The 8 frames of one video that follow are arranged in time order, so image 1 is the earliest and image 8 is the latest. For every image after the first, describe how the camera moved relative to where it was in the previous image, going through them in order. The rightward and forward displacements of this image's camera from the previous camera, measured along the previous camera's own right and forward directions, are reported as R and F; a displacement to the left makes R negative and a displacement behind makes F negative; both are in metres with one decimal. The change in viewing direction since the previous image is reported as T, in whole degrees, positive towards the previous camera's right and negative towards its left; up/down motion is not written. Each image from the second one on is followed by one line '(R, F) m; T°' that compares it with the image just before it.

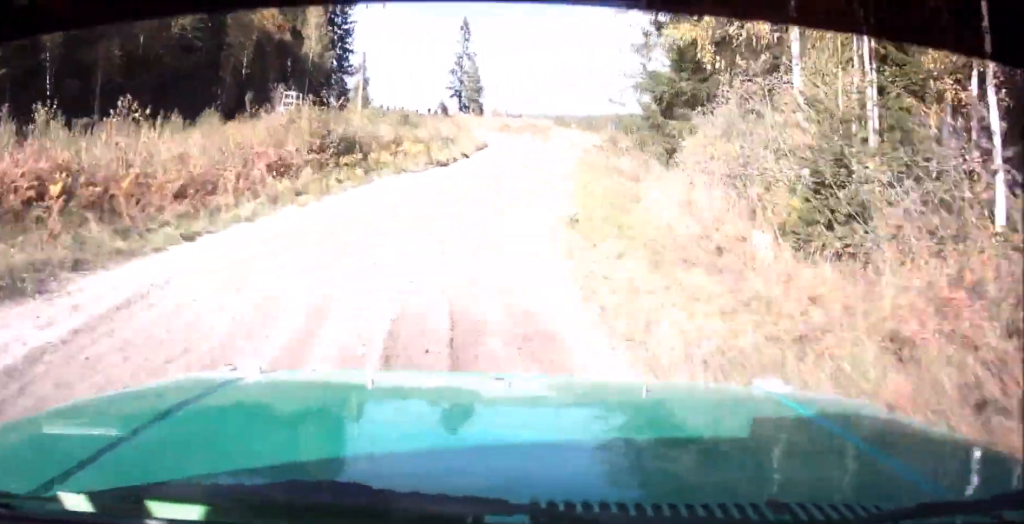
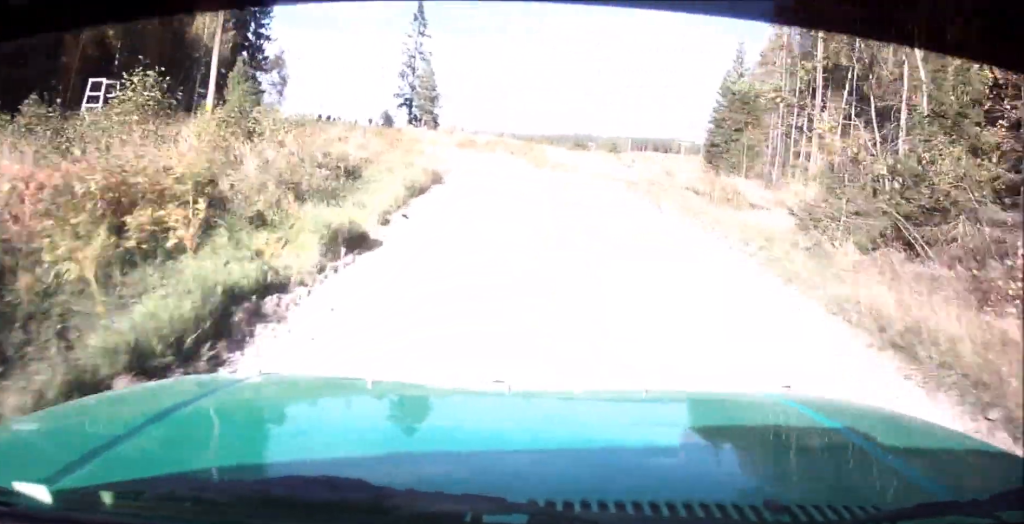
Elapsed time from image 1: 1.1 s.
(+2.9, +26.3) m; +3°
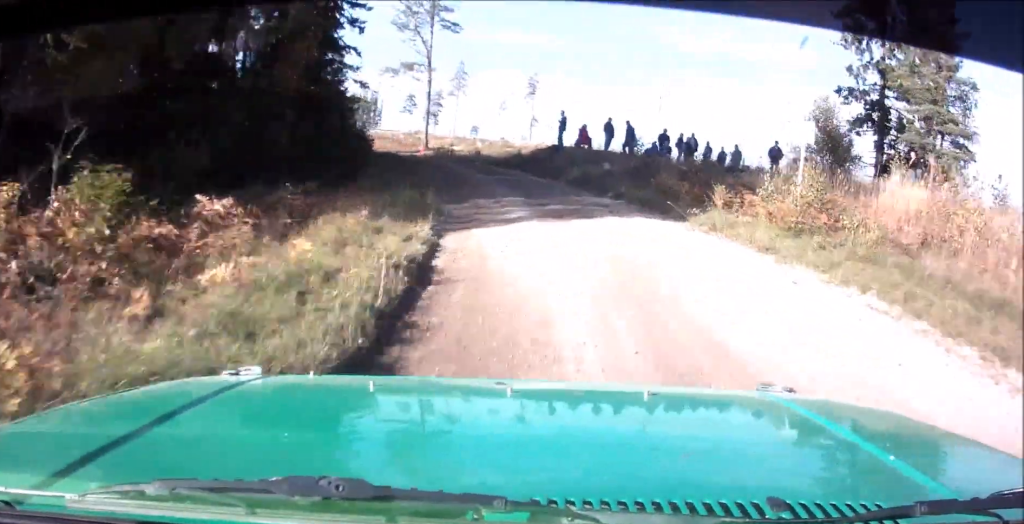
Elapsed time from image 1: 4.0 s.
(-8.6, +72.8) m; -16°
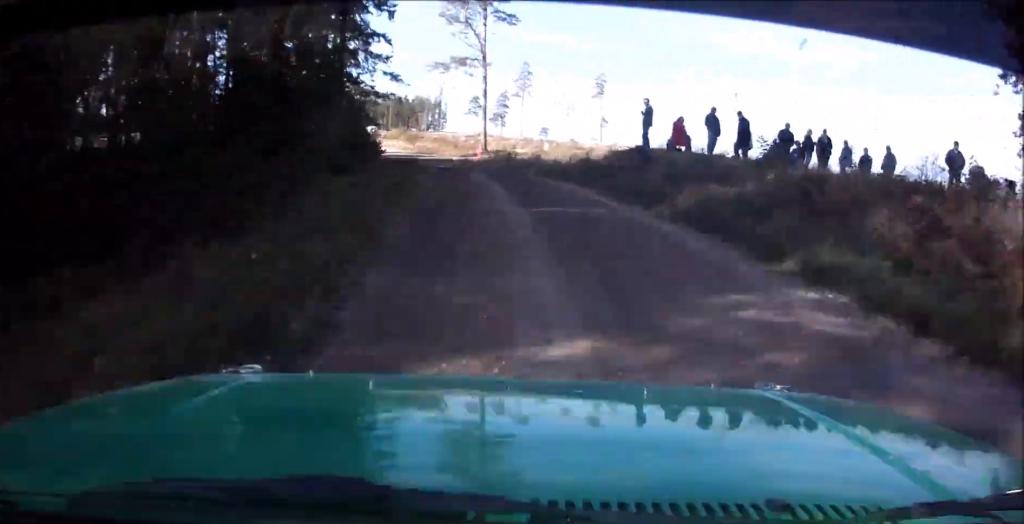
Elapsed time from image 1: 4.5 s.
(-0.2, +10.9) m; -5°
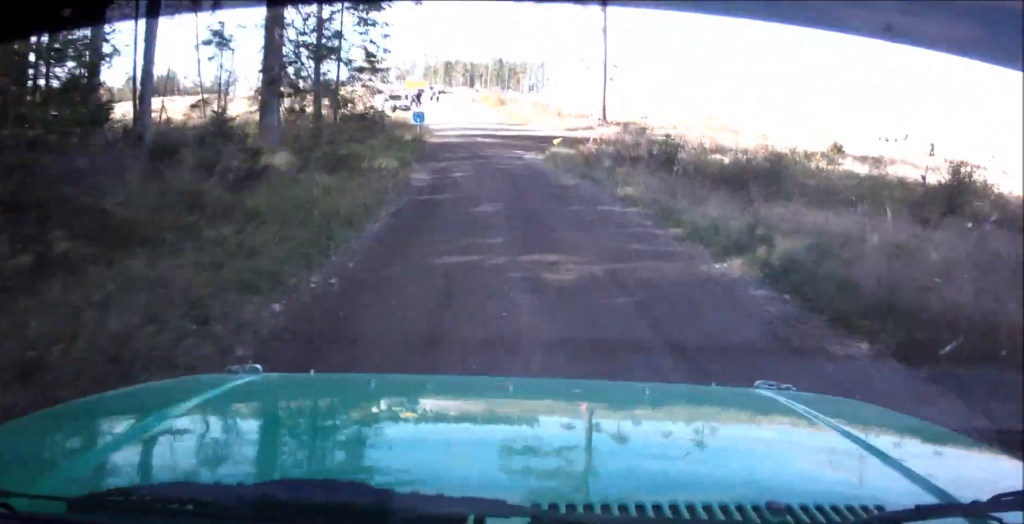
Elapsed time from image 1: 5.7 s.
(-4.8, +28.7) m; -12°
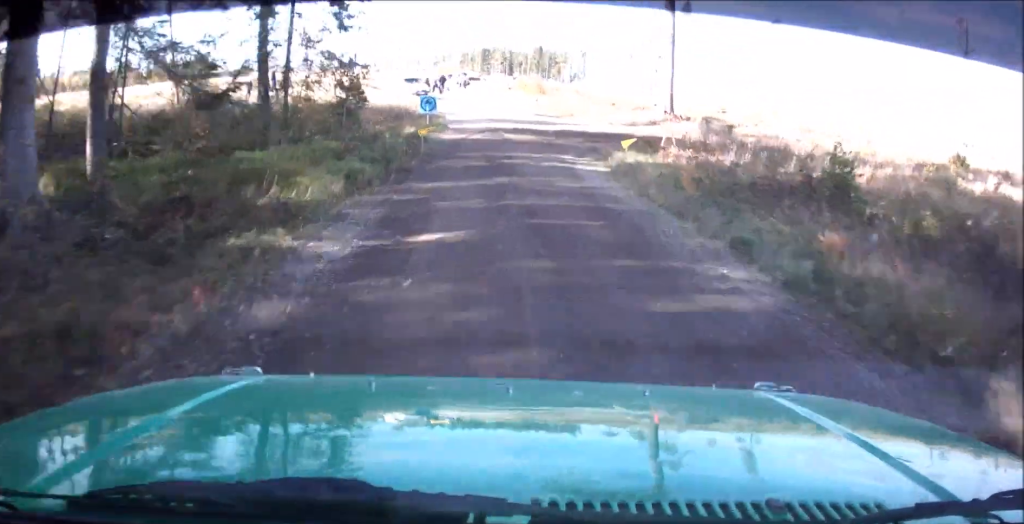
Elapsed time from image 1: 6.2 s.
(-0.5, +11.8) m; -1°
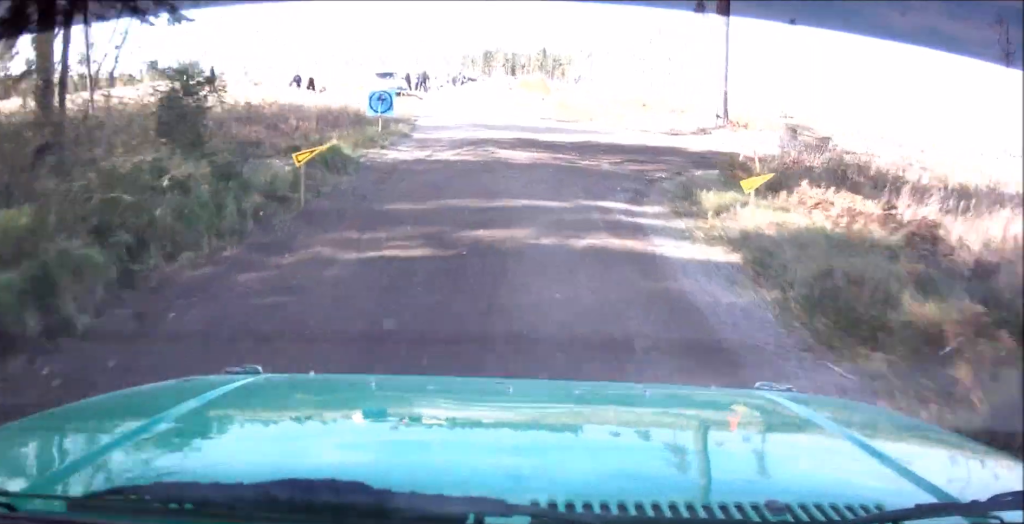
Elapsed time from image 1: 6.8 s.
(+0.1, +10.5) m; +5°
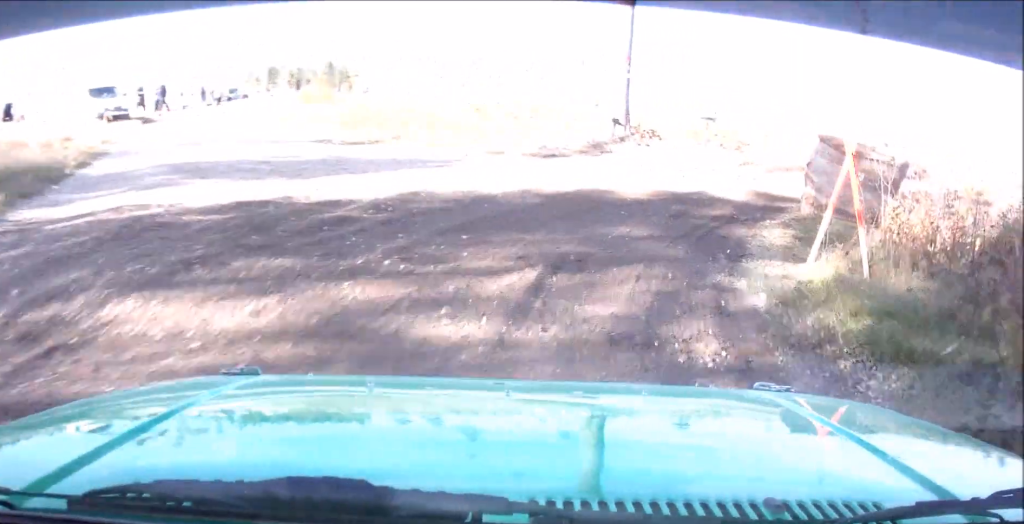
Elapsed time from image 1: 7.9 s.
(+1.3, +13.7) m; +20°
